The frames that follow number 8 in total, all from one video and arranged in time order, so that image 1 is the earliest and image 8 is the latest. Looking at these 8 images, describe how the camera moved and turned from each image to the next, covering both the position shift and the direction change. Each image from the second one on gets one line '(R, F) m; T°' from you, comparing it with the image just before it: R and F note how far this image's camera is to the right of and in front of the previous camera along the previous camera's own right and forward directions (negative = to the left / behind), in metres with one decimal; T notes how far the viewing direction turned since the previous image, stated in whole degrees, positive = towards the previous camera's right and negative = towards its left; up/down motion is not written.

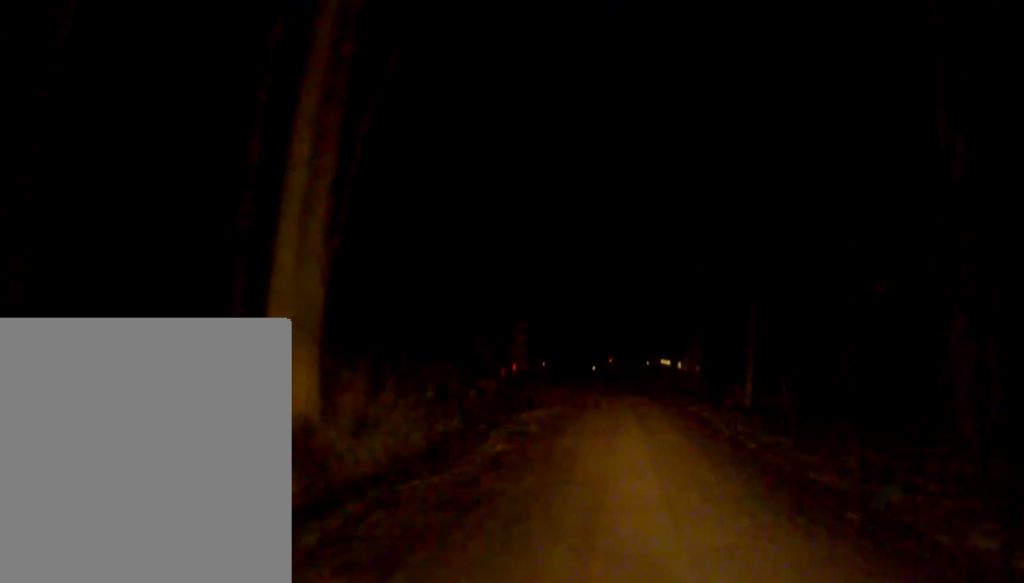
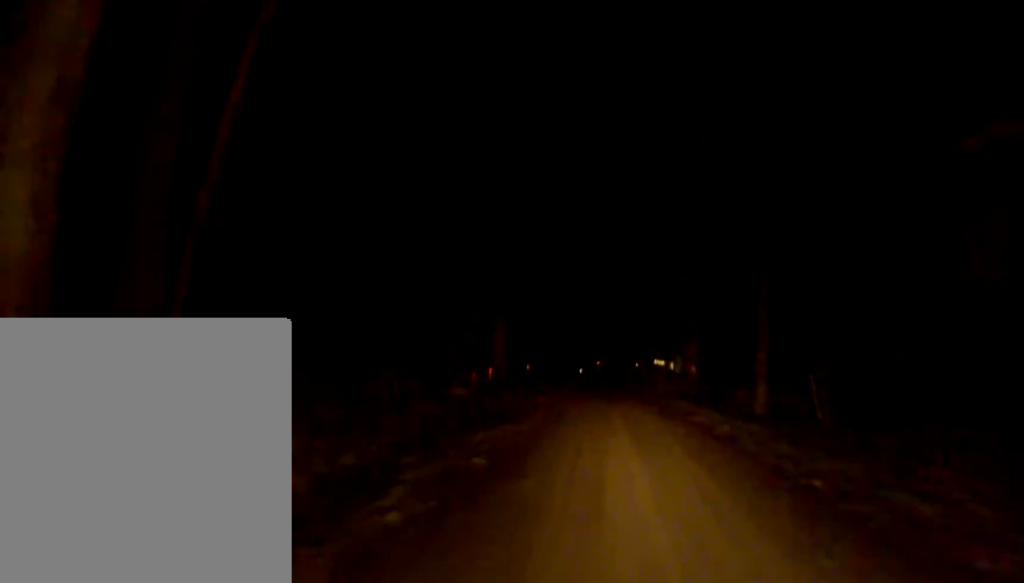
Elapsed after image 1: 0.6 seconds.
(-0.1, +5.5) m; +1°
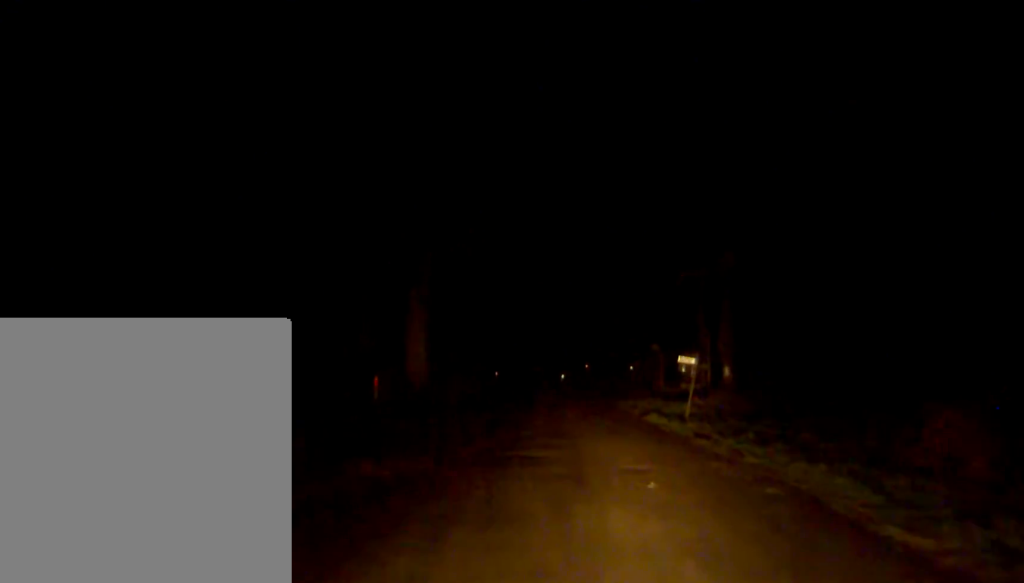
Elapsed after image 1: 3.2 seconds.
(+1.7, +21.8) m; +6°
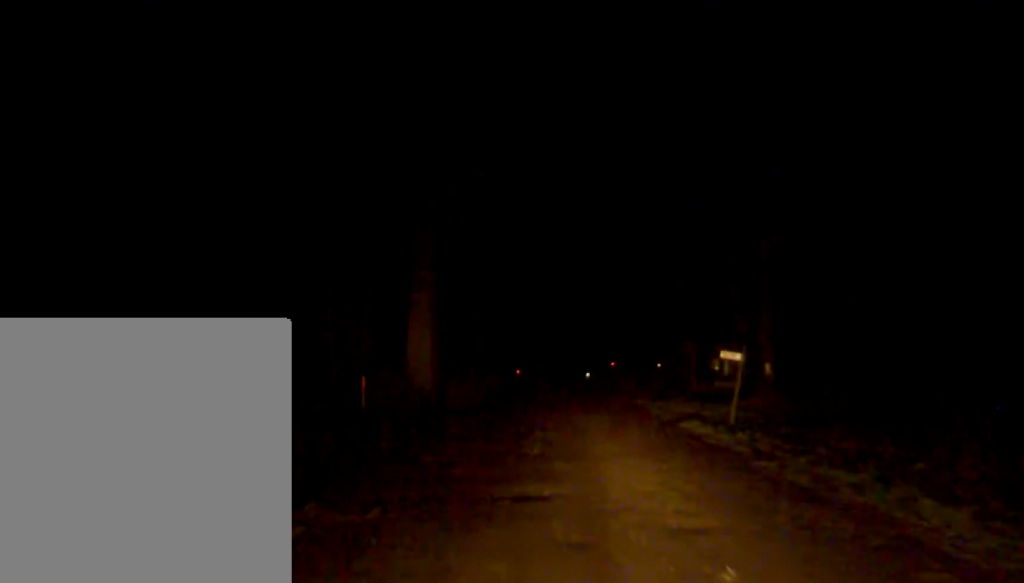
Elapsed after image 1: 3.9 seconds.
(-0.1, +4.3) m; -4°
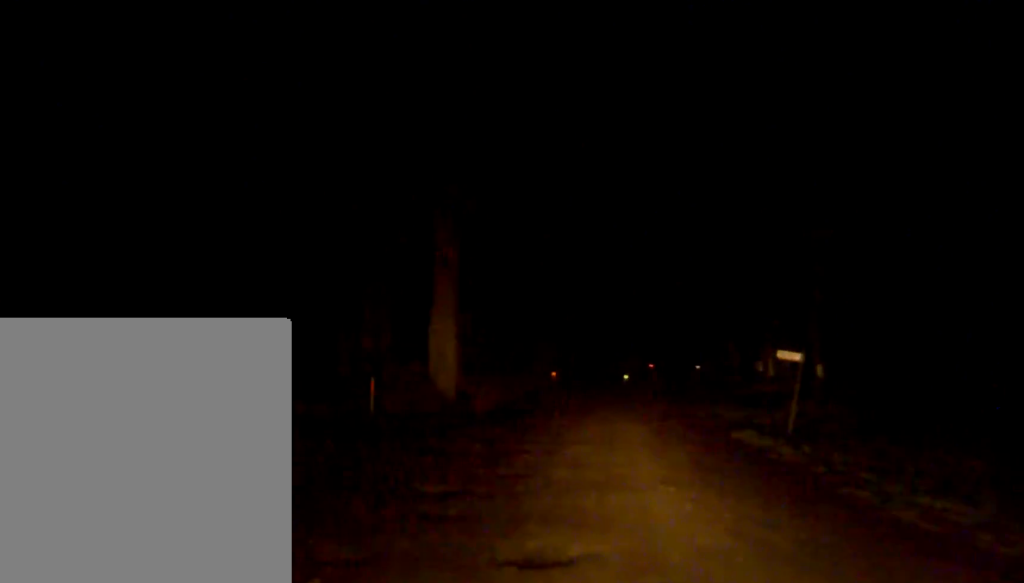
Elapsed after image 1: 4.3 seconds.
(-0.1, +2.9) m; -5°
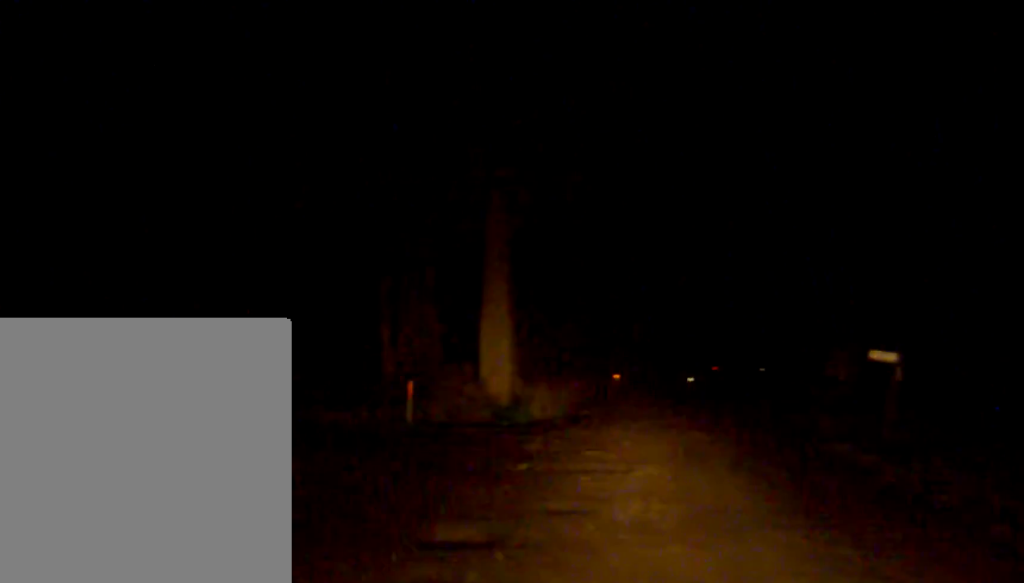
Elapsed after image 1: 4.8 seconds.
(0.0, +2.8) m; -7°
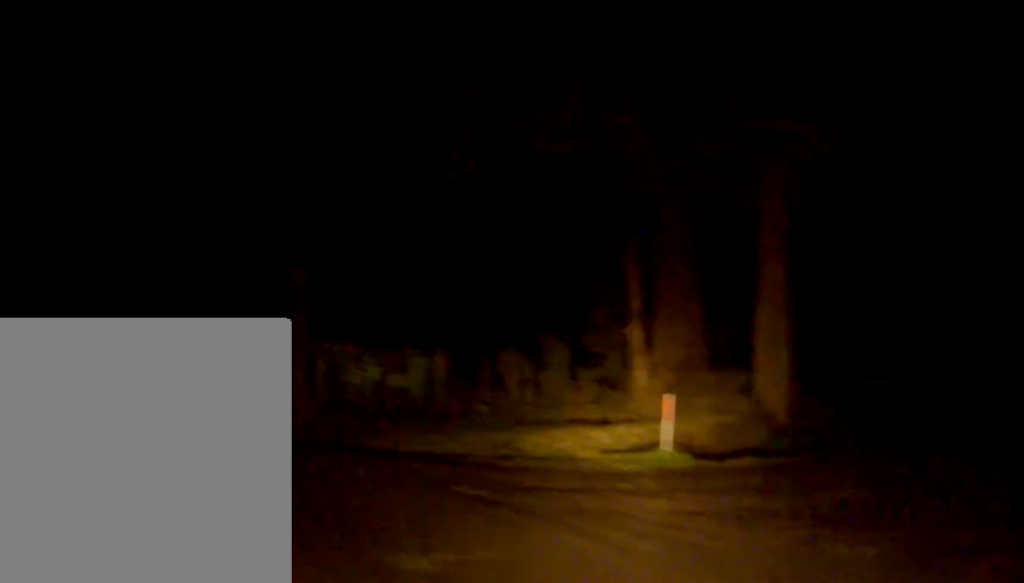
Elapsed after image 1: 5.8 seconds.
(-0.9, +5.1) m; -15°
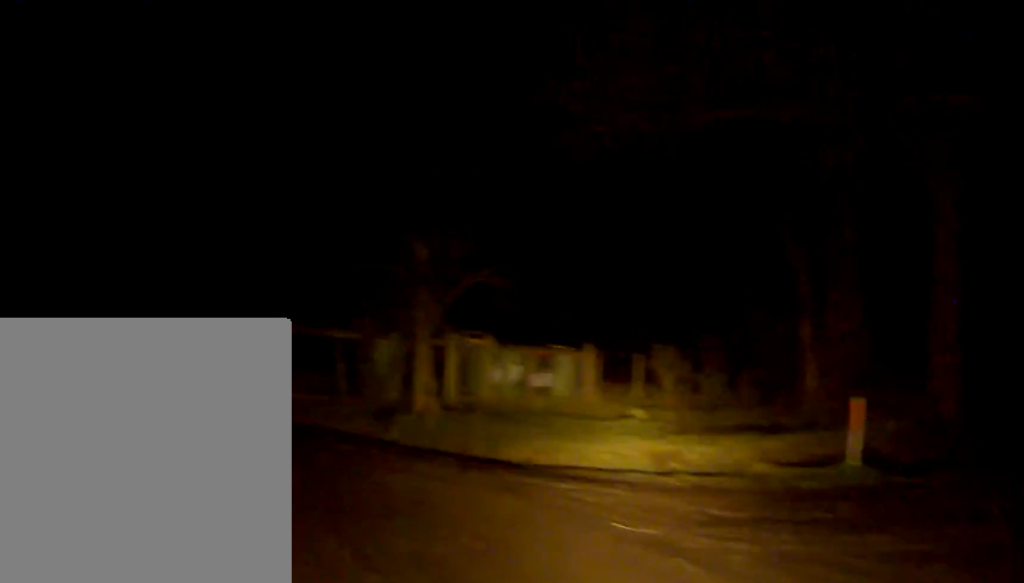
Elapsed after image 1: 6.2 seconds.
(-0.1, +2.1) m; -6°
